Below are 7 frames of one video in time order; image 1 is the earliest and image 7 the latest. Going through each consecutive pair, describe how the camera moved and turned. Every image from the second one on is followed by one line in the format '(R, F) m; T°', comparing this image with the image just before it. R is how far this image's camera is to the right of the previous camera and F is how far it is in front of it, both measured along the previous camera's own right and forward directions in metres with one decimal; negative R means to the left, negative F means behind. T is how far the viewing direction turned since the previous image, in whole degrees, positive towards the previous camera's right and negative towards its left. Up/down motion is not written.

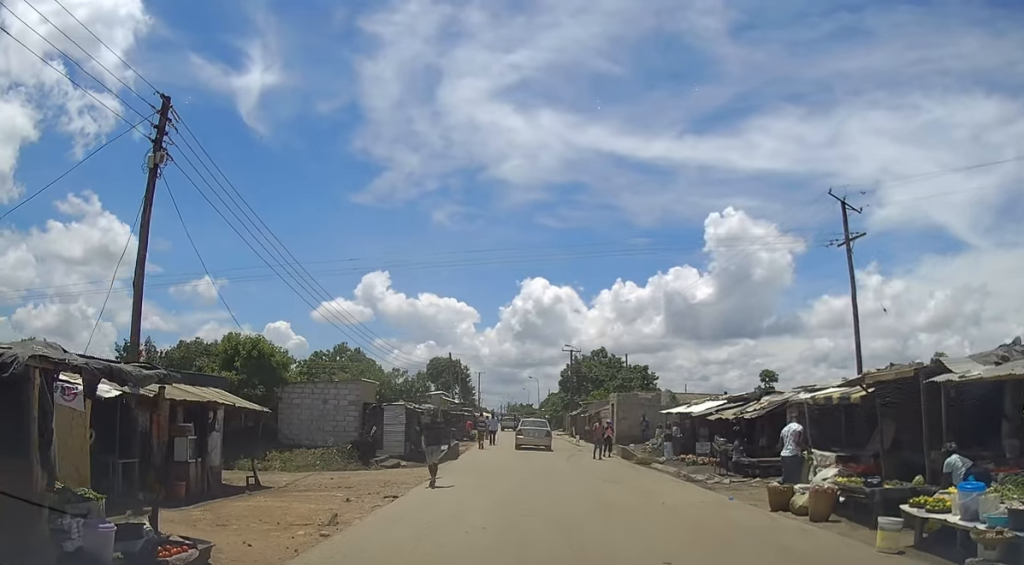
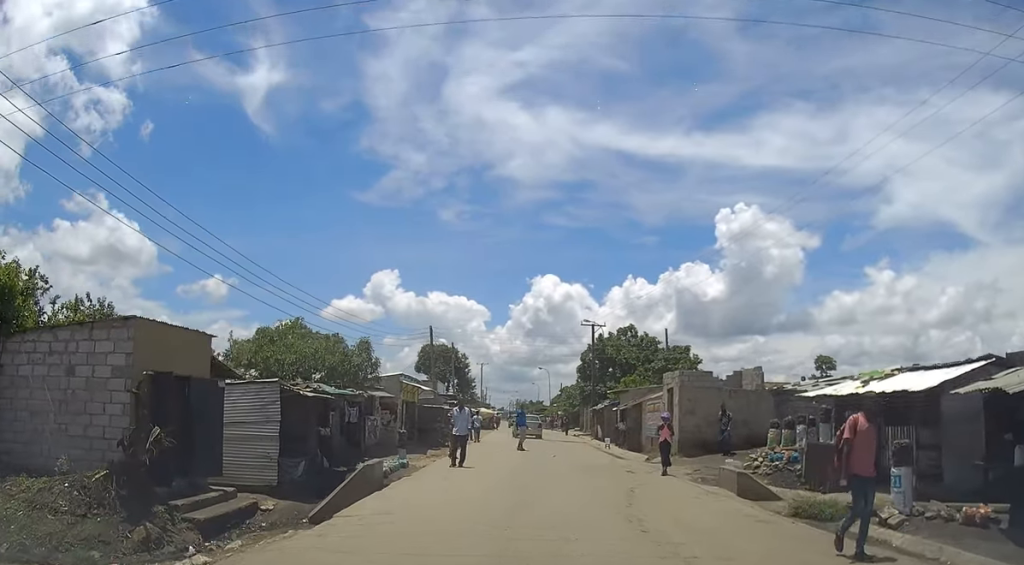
(0.0, +16.0) m; 0°
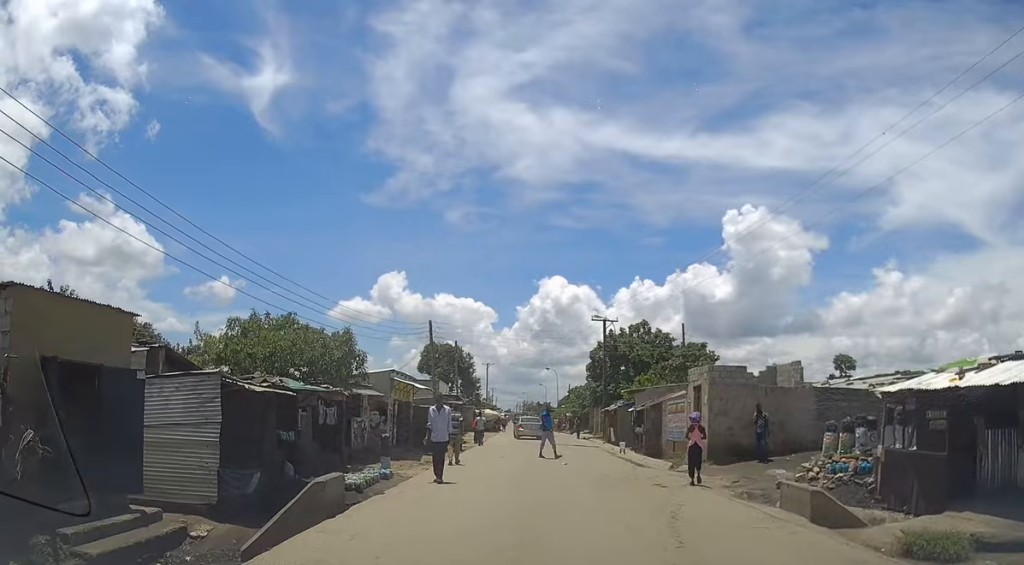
(0.0, +3.4) m; 0°
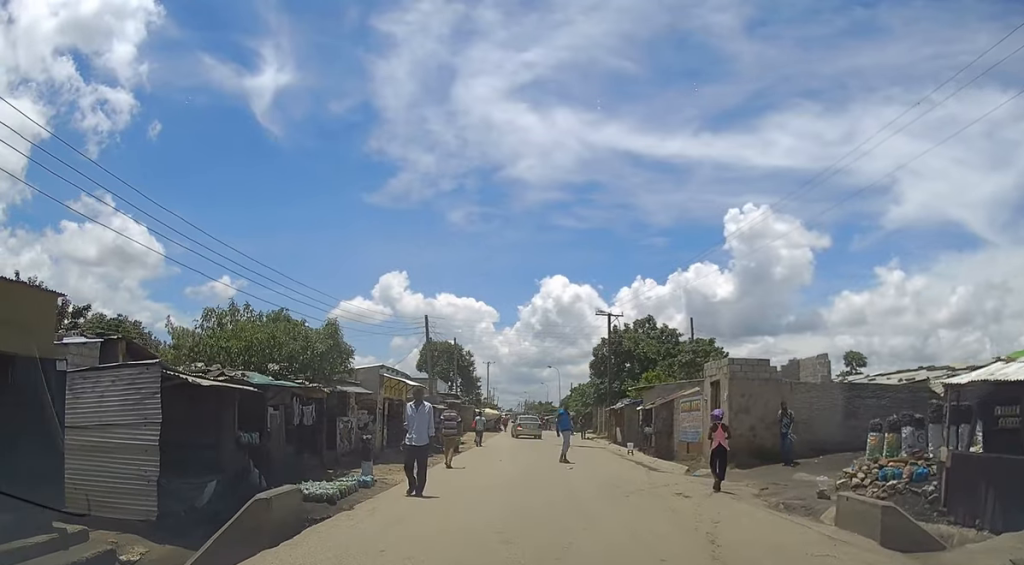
(0.0, +2.2) m; 0°
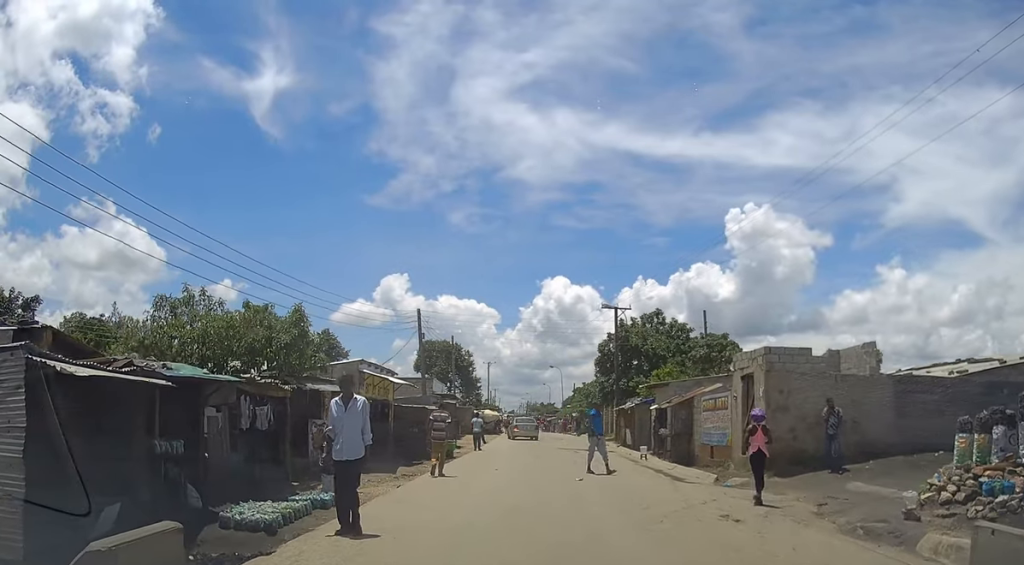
(0.0, +3.2) m; -1°
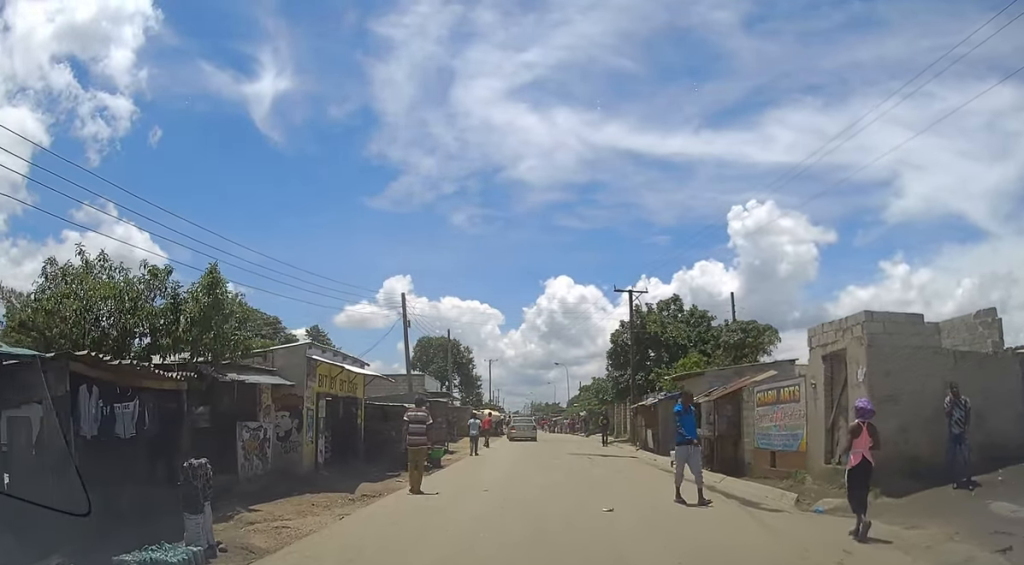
(-0.1, +5.4) m; 0°
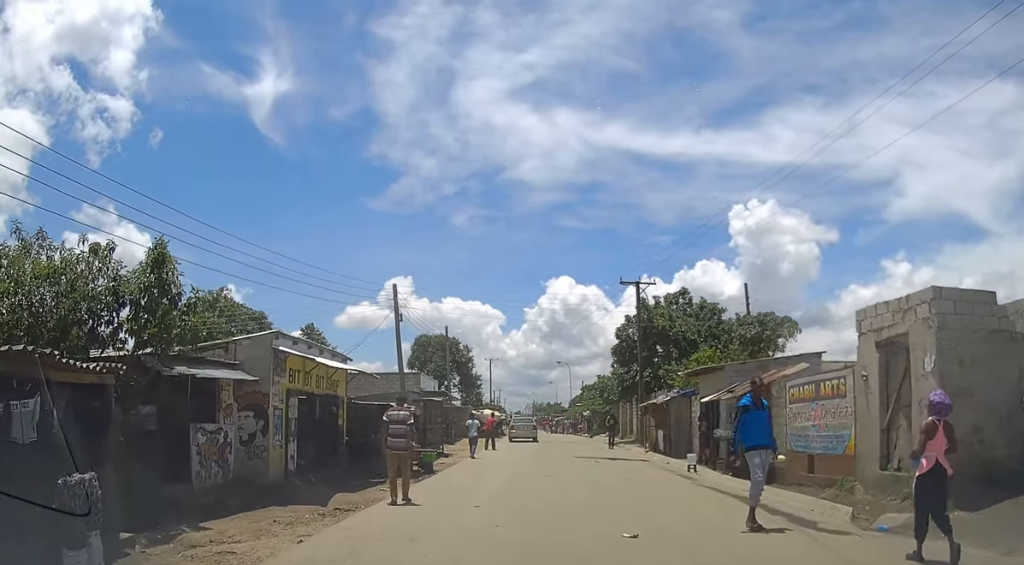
(0.0, +2.3) m; 0°
